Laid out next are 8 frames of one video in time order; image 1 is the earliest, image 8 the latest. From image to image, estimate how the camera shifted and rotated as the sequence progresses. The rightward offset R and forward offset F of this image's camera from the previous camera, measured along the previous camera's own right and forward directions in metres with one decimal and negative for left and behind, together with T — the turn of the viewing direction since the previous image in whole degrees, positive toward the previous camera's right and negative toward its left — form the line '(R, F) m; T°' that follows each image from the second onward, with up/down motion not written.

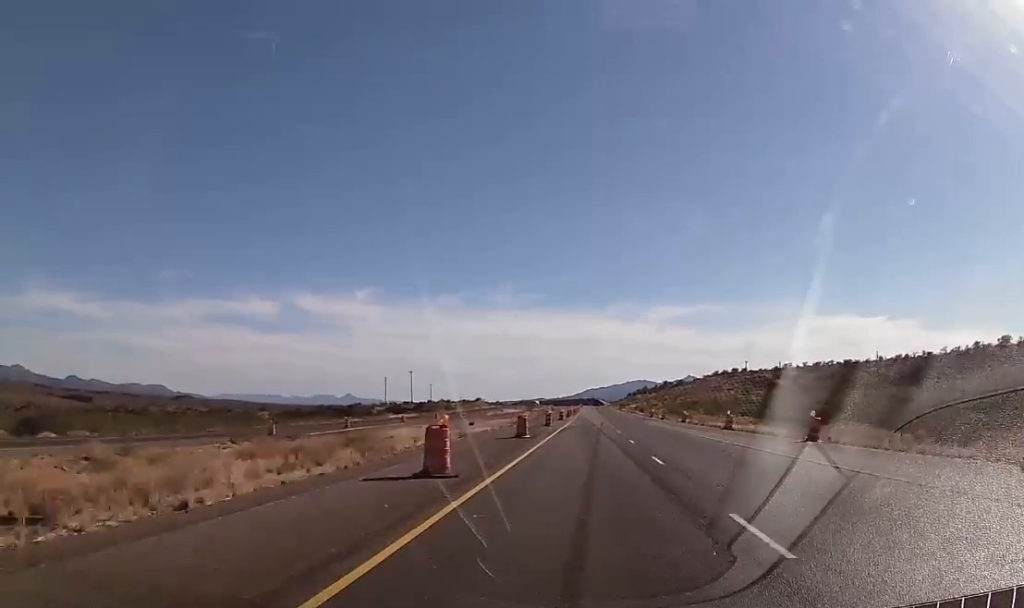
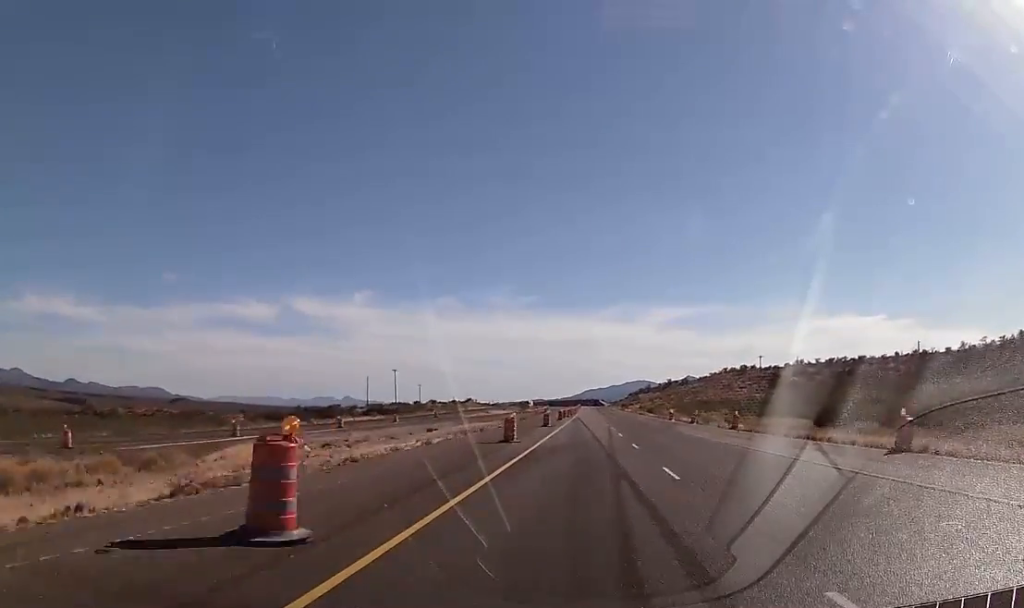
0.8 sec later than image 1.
(0.0, +28.7) m; 0°
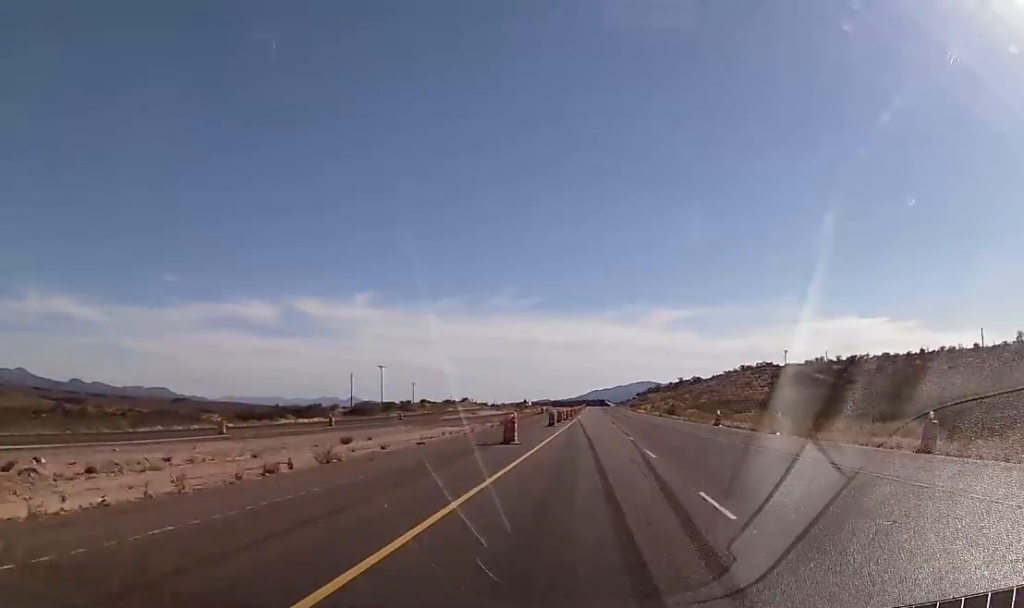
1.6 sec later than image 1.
(+0.2, +29.9) m; 0°
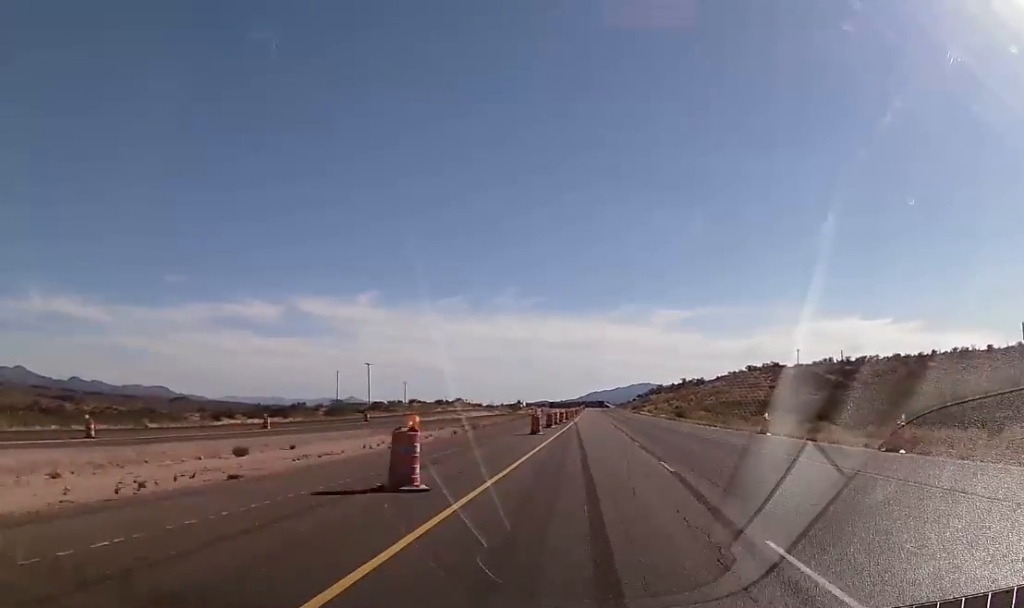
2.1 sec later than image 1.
(+0.1, +16.7) m; 0°
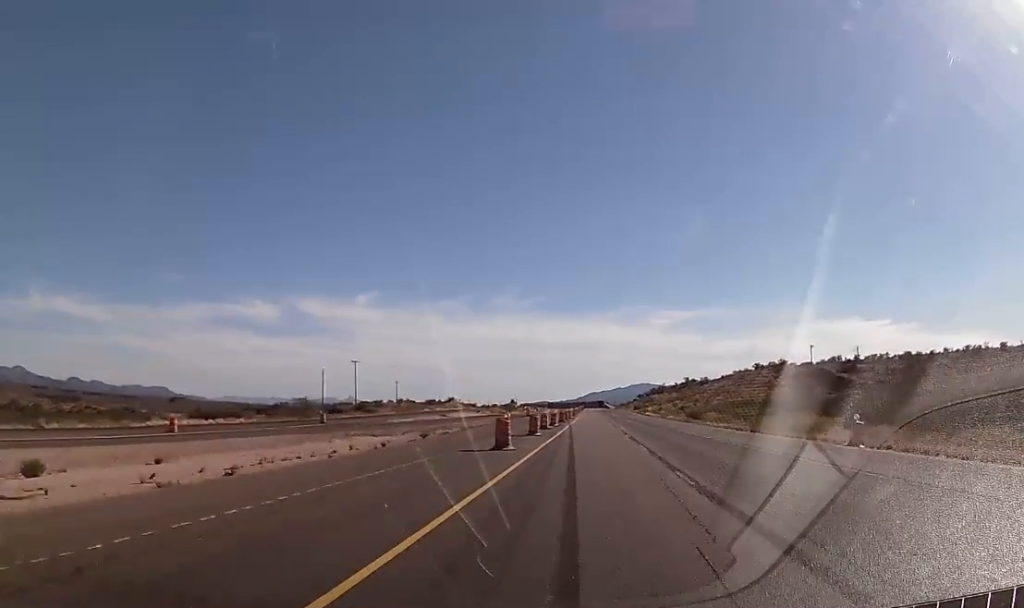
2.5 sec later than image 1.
(0.0, +15.5) m; 0°
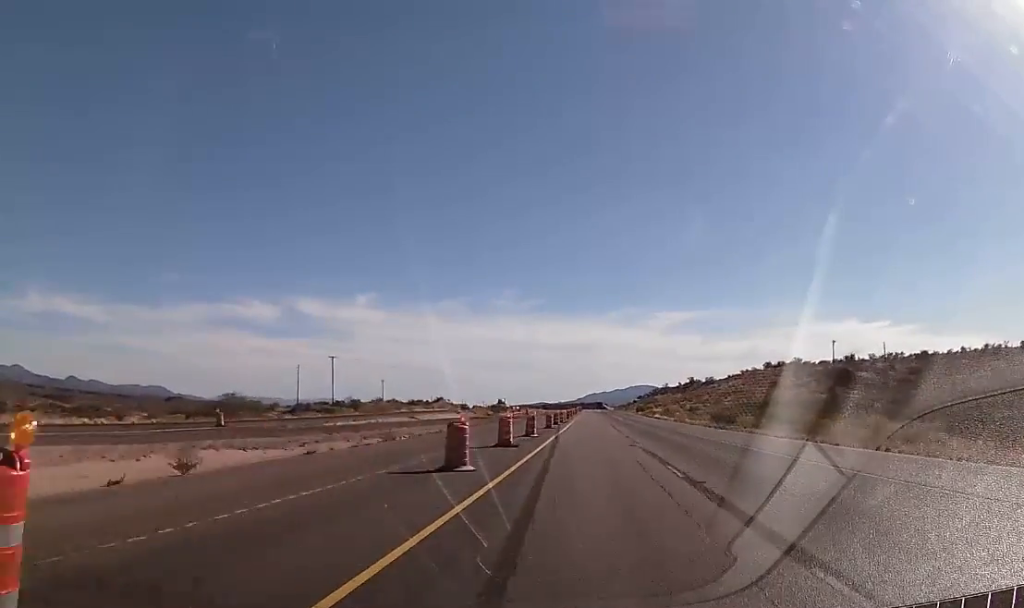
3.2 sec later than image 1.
(-0.3, +22.7) m; 0°
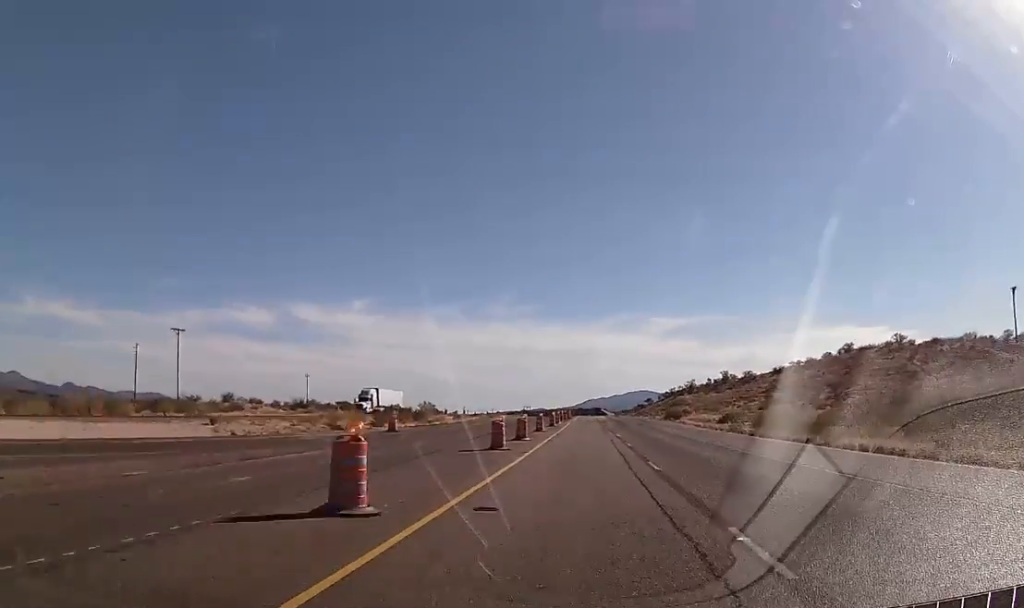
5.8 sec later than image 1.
(+1.0, +95.2) m; +1°
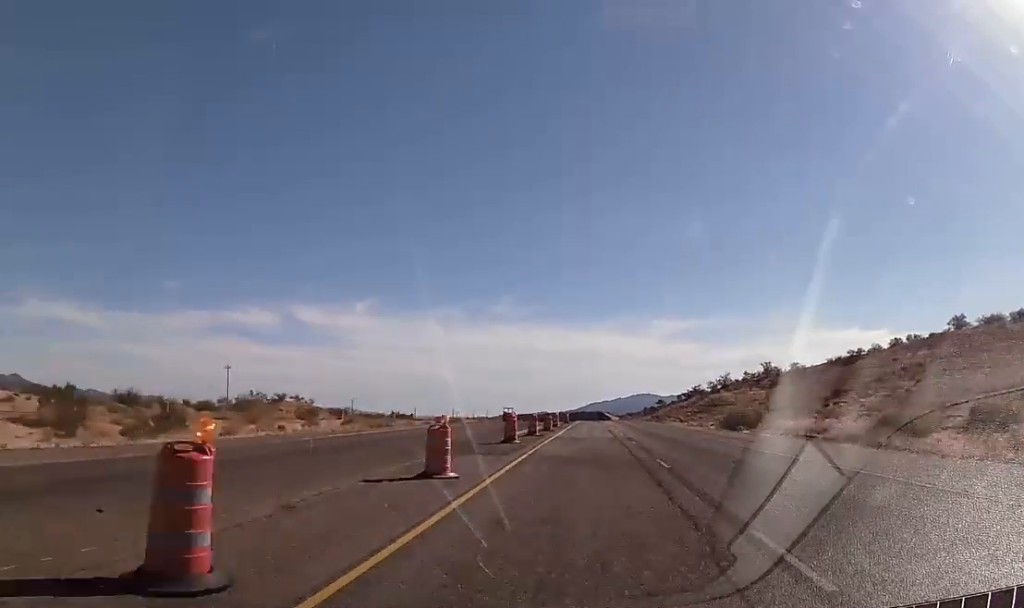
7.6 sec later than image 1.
(0.0, +61.5) m; 0°
